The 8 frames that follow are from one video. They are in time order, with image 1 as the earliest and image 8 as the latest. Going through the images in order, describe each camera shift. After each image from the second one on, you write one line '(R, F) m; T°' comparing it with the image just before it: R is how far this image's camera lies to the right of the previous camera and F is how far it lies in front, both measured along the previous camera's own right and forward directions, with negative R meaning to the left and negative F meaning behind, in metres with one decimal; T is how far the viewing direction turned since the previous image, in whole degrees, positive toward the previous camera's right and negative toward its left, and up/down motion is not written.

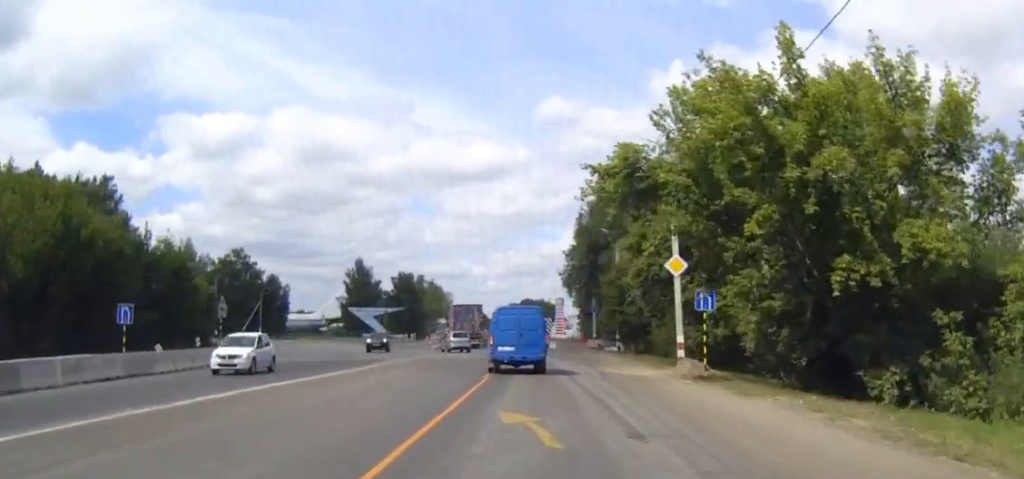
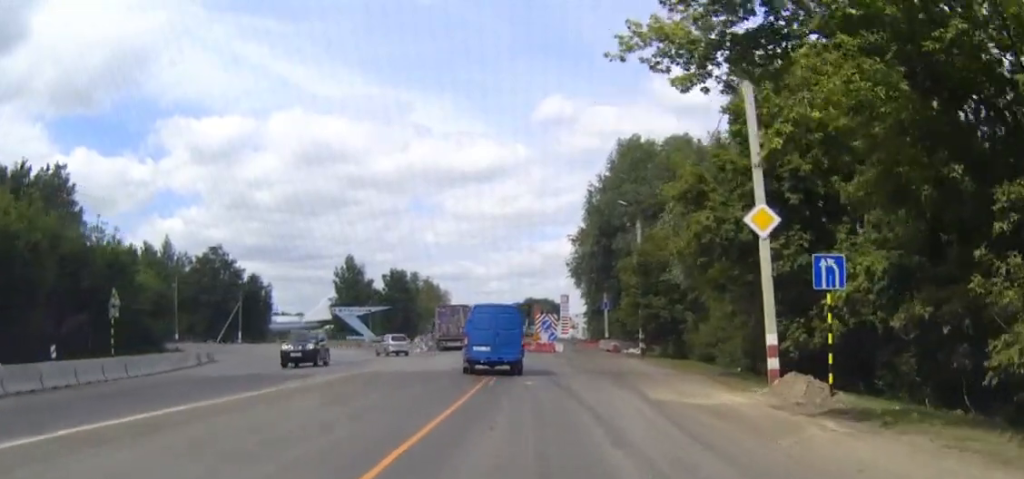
(0.0, +13.2) m; 0°
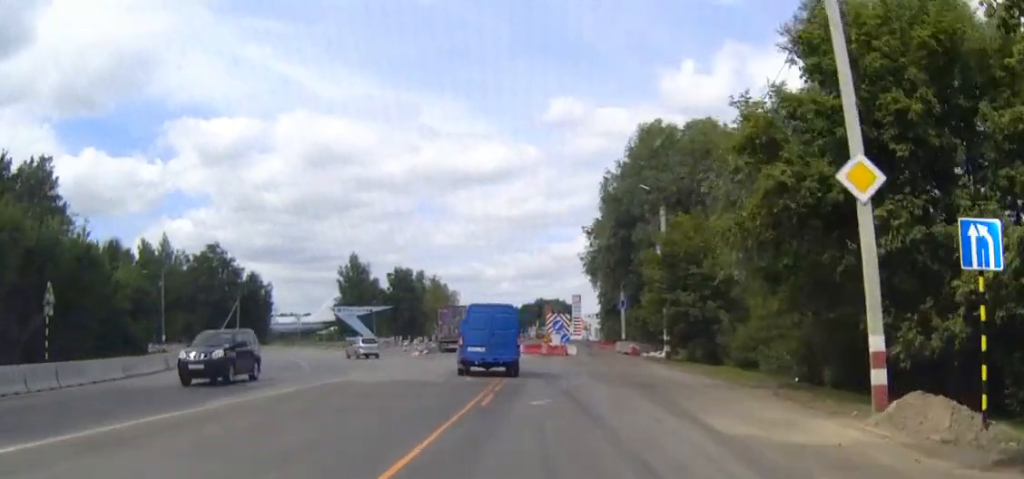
(0.0, +6.5) m; -1°
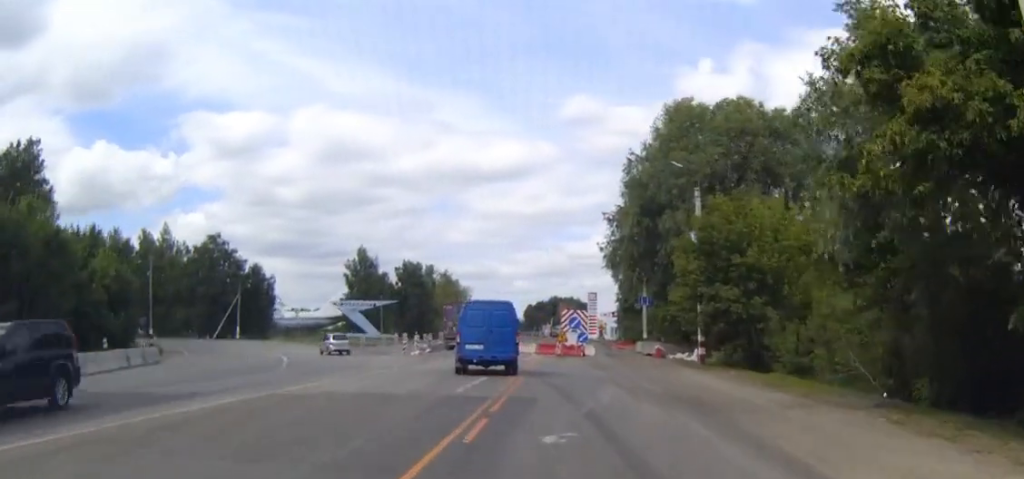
(0.0, +6.1) m; -1°
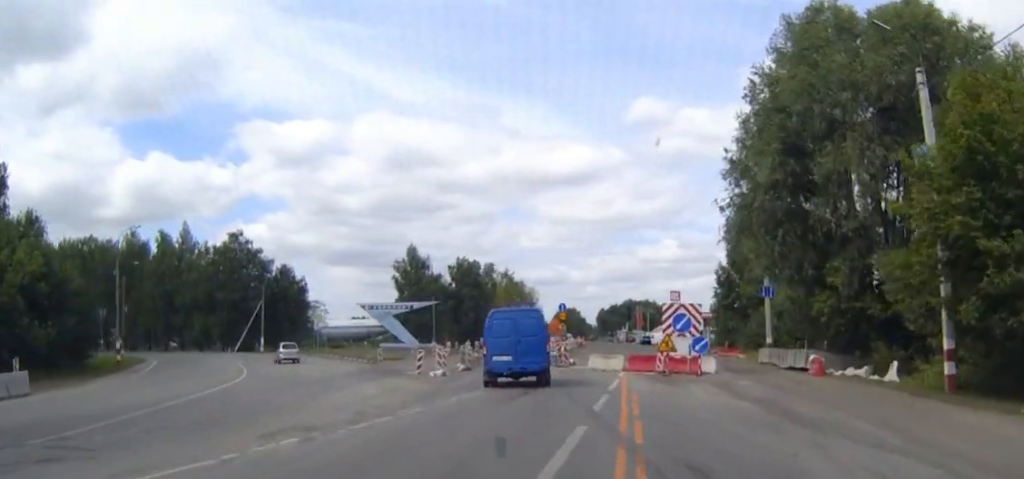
(-0.6, +19.5) m; -3°
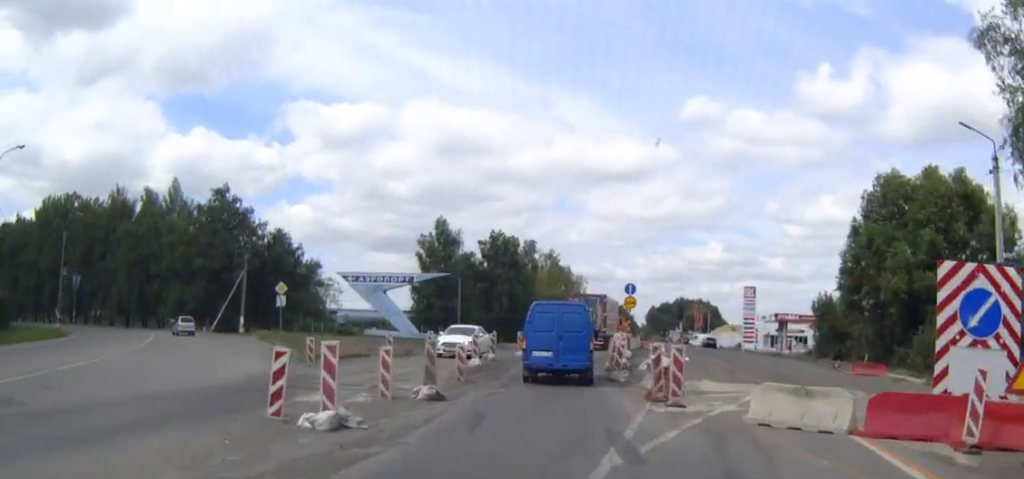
(-1.1, +23.4) m; -4°
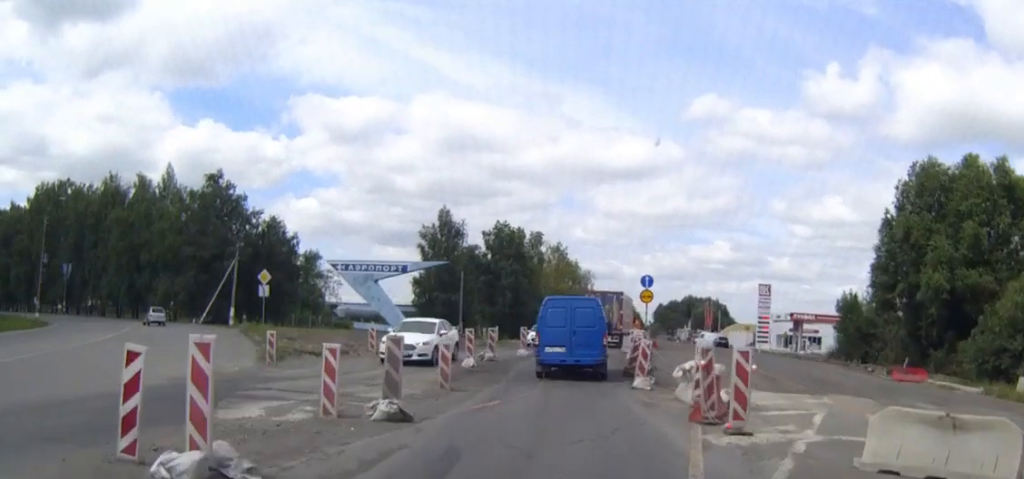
(0.0, +4.9) m; 0°
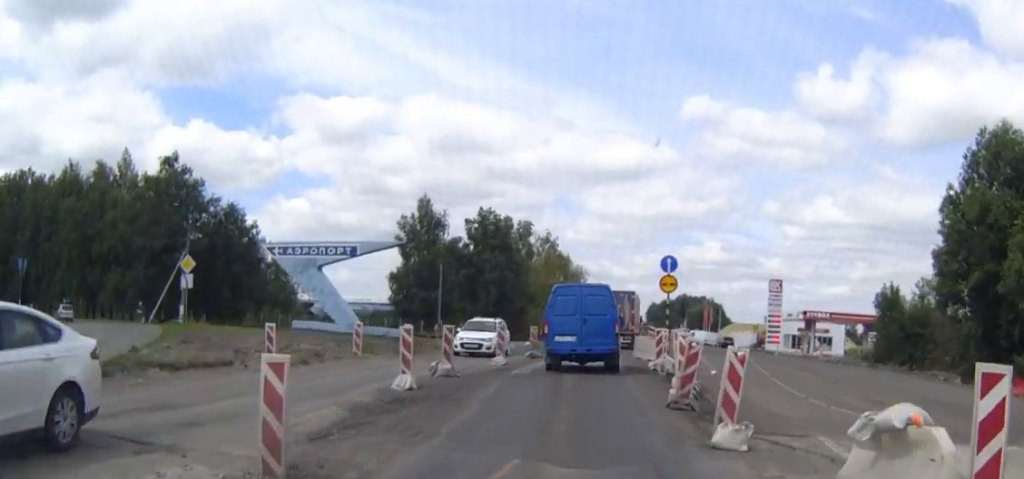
(0.0, +10.9) m; +1°
